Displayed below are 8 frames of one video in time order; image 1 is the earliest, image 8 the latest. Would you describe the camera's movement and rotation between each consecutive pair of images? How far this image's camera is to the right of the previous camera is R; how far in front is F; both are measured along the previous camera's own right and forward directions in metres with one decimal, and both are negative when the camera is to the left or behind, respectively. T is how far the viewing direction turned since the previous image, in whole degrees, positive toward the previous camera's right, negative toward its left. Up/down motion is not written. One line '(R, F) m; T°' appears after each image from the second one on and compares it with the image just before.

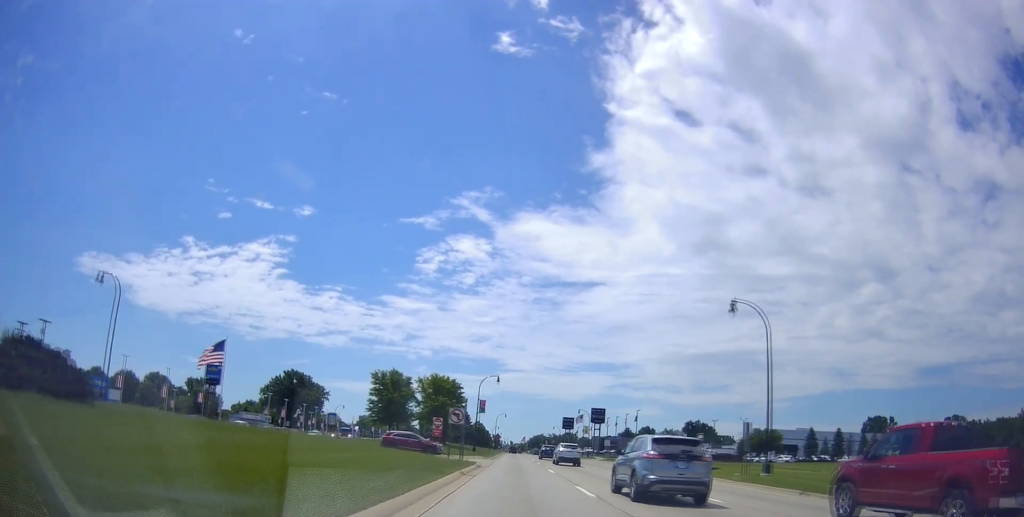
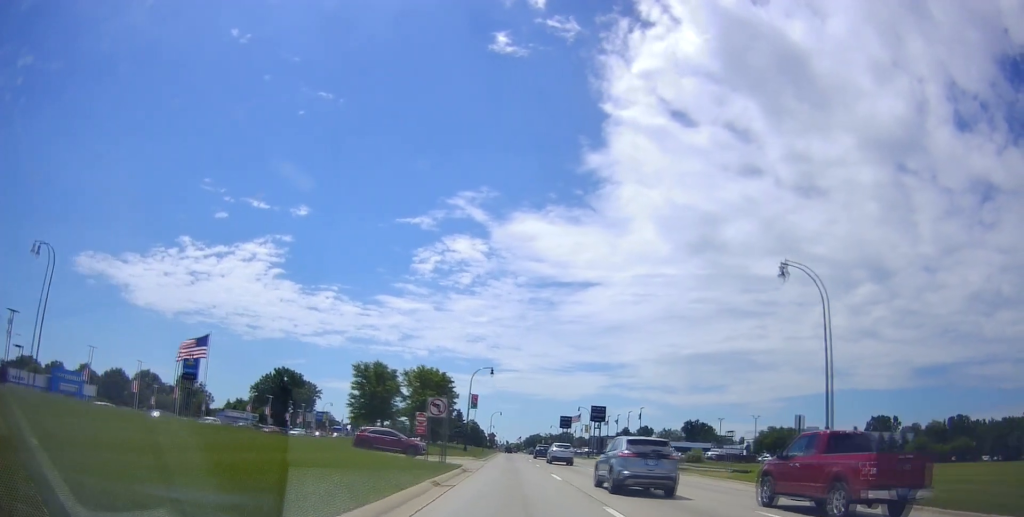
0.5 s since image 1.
(-0.3, +7.4) m; 0°
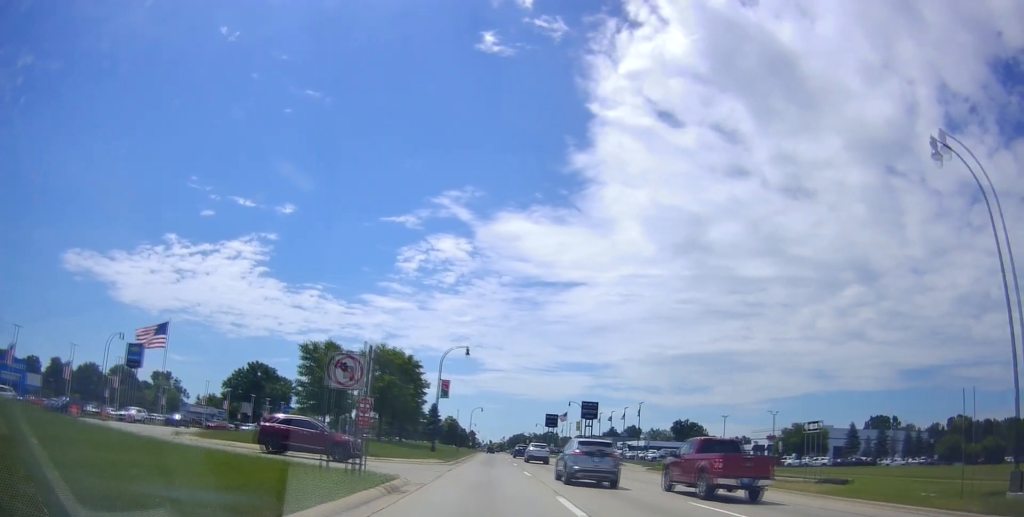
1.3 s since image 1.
(+0.4, +13.1) m; +2°
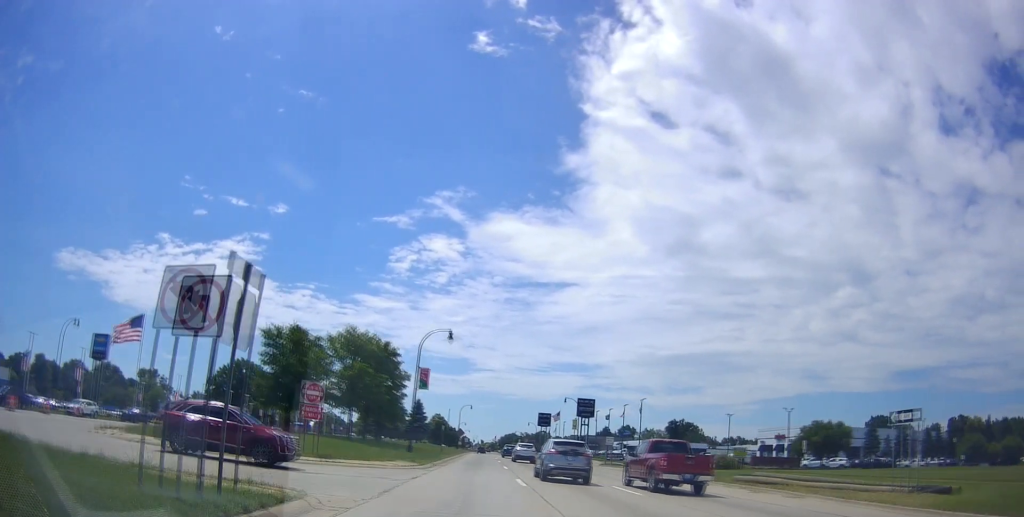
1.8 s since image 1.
(+0.1, +7.3) m; +1°
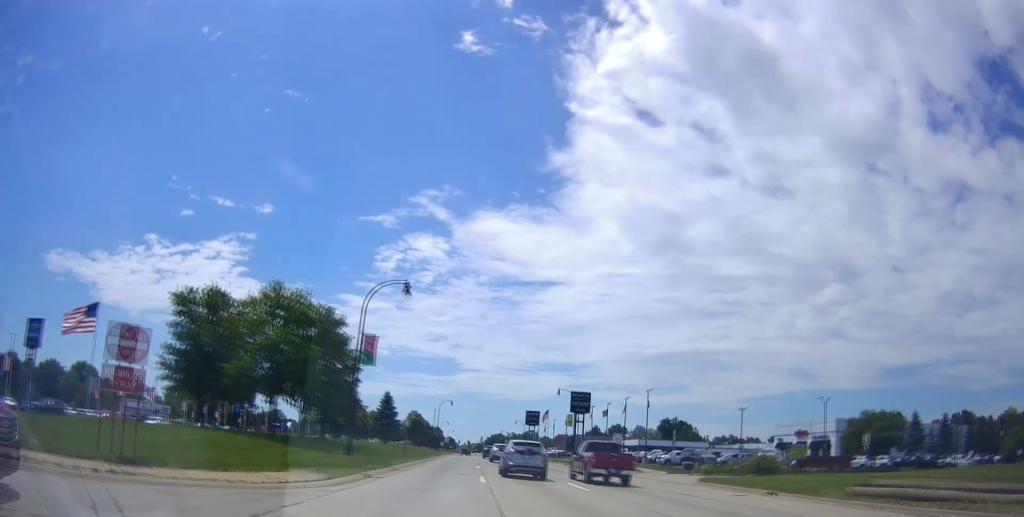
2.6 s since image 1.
(-0.1, +12.5) m; +2°
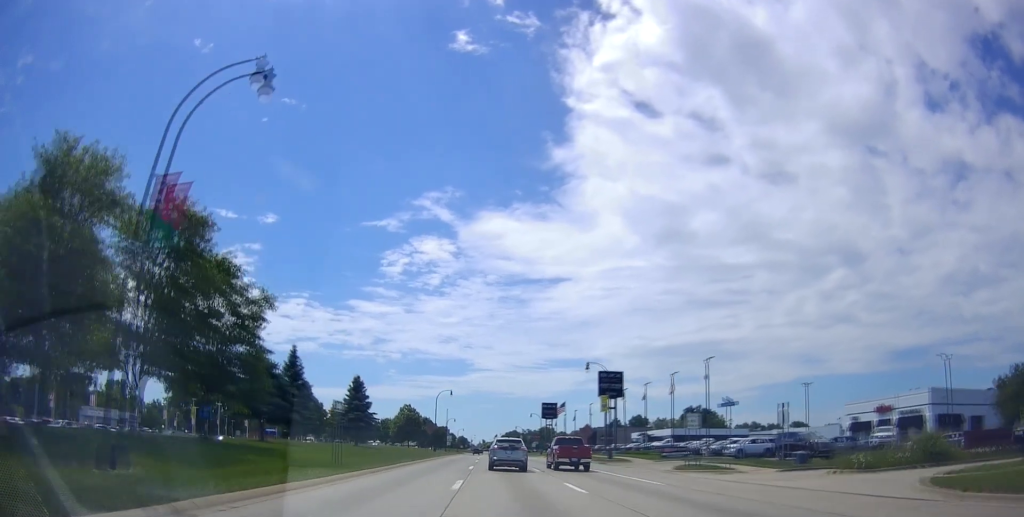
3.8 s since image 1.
(+0.7, +19.3) m; 0°
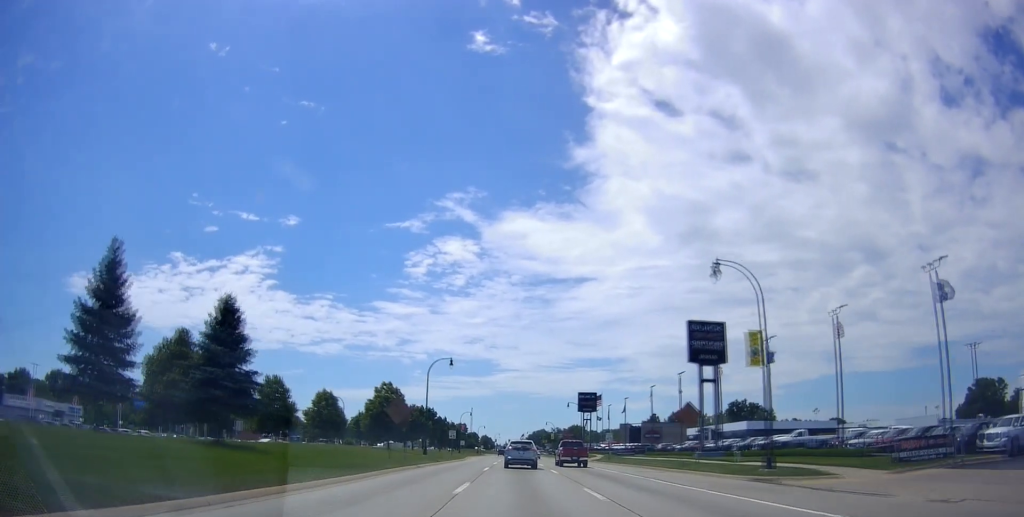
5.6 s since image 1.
(-1.4, +31.2) m; -3°
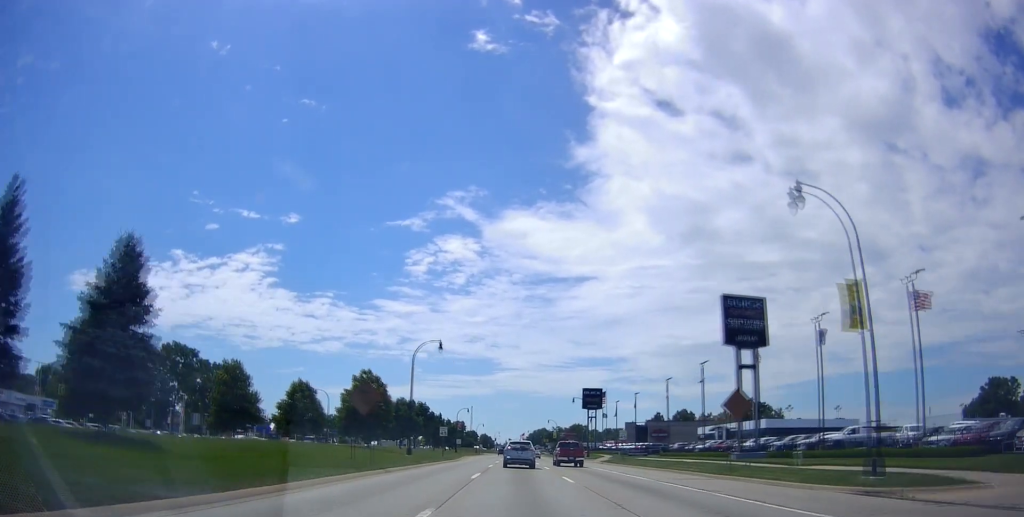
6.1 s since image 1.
(0.0, +8.3) m; 0°
